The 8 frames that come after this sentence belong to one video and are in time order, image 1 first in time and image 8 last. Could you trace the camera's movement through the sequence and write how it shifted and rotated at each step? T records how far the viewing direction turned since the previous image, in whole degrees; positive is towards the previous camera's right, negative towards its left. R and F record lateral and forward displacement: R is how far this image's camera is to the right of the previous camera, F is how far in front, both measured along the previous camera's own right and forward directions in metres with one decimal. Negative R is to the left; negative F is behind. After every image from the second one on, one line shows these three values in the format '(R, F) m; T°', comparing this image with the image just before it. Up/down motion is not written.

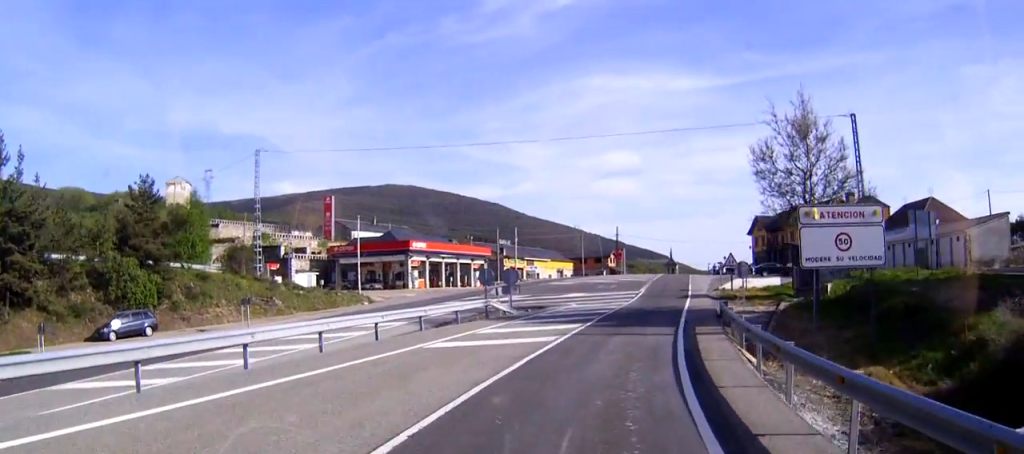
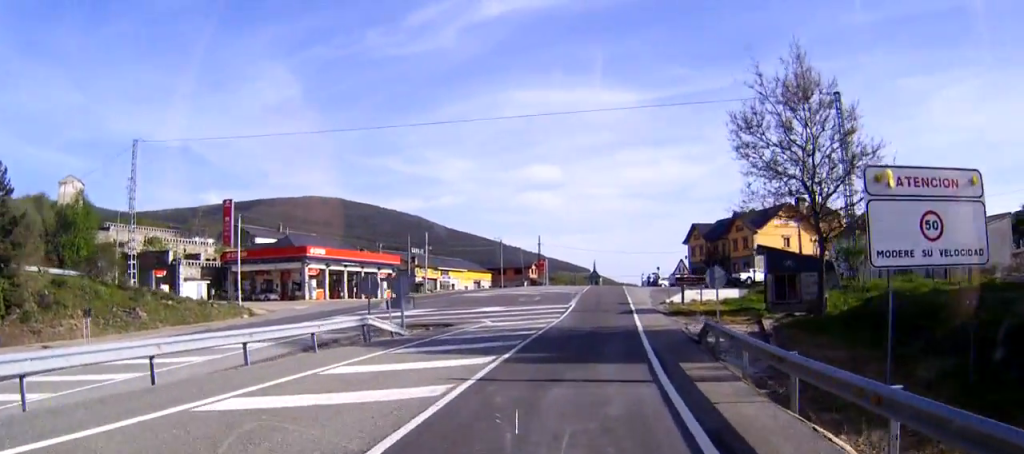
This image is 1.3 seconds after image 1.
(+0.1, +9.6) m; +2°
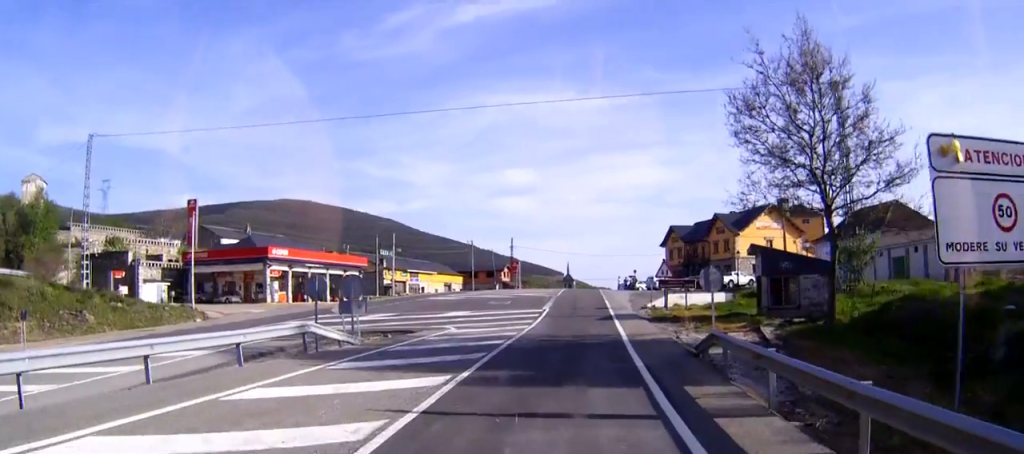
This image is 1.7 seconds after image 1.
(+0.1, +3.5) m; +1°
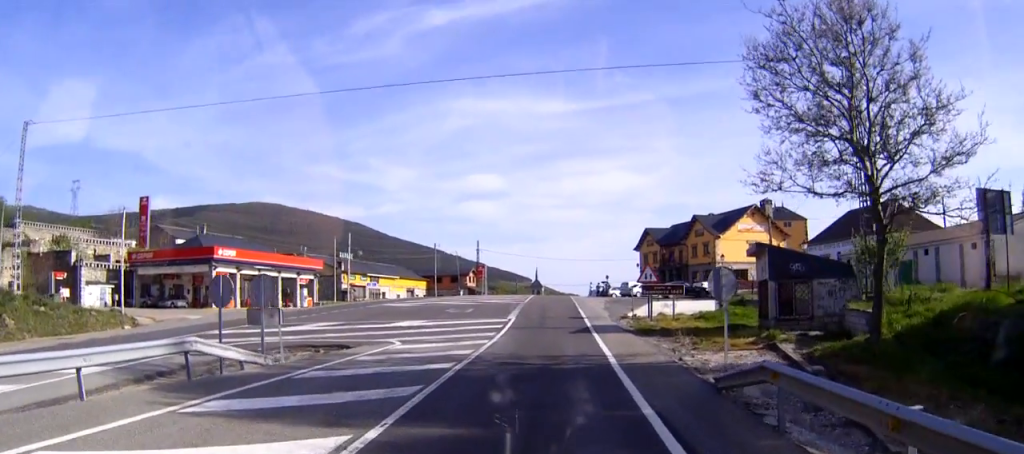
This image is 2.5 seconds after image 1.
(+0.1, +5.5) m; -1°
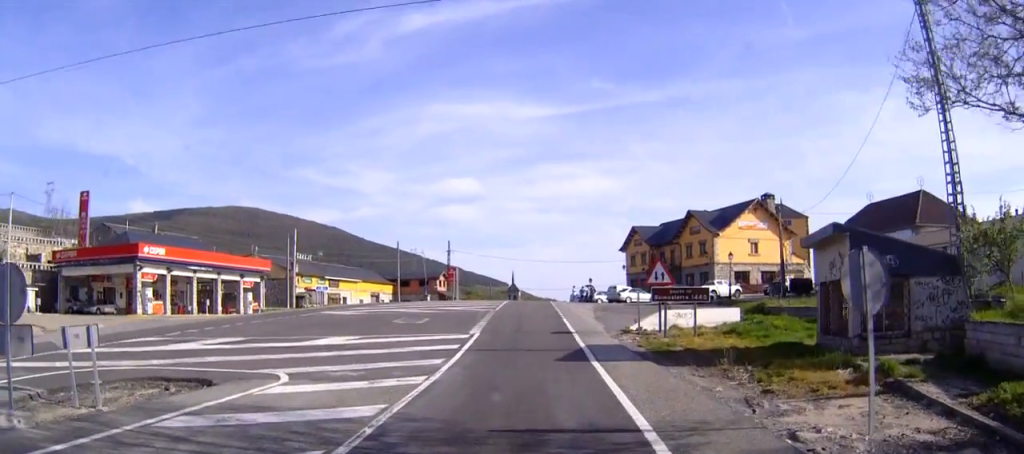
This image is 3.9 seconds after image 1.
(-0.5, +9.6) m; -6°
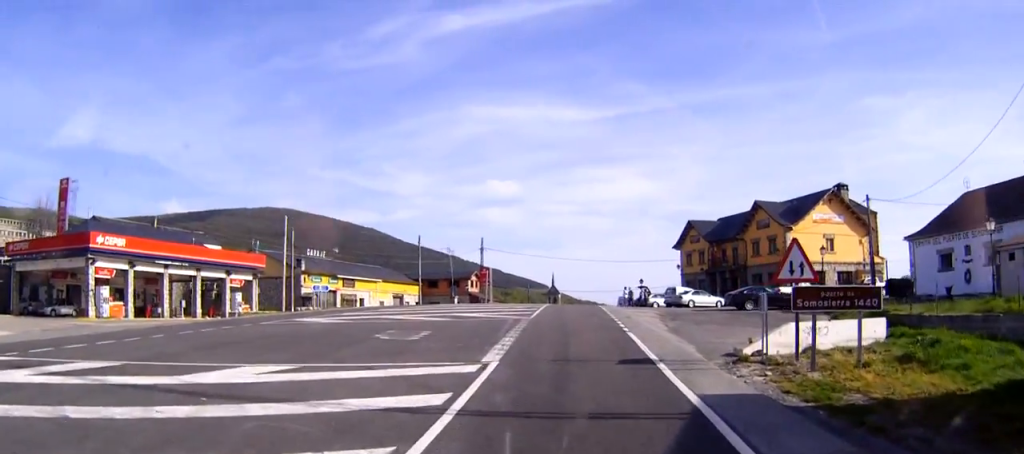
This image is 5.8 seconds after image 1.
(-0.1, +11.2) m; -1°
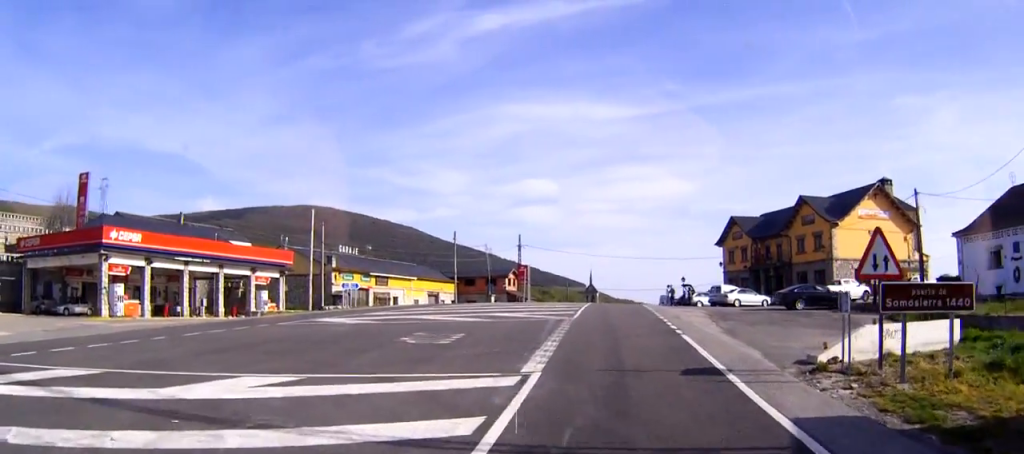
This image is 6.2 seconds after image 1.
(0.0, +2.4) m; -3°
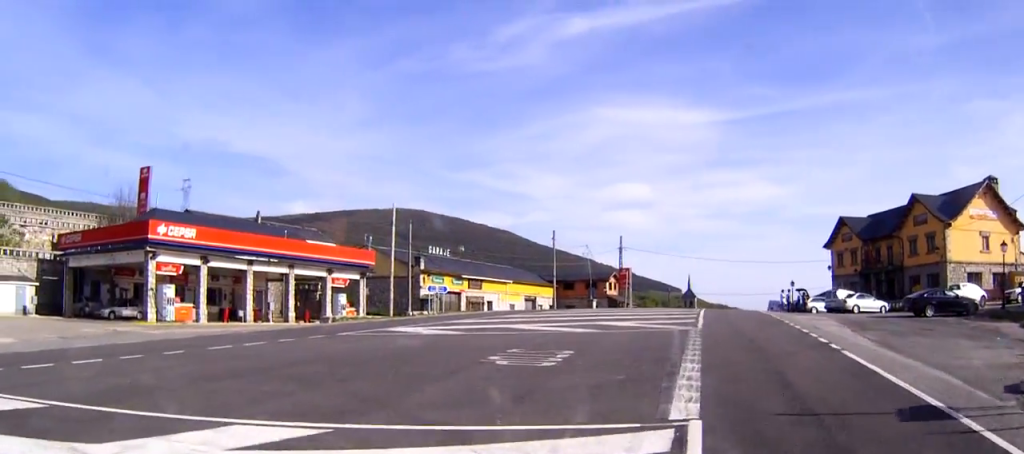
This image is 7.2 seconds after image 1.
(-0.1, +4.8) m; -11°
